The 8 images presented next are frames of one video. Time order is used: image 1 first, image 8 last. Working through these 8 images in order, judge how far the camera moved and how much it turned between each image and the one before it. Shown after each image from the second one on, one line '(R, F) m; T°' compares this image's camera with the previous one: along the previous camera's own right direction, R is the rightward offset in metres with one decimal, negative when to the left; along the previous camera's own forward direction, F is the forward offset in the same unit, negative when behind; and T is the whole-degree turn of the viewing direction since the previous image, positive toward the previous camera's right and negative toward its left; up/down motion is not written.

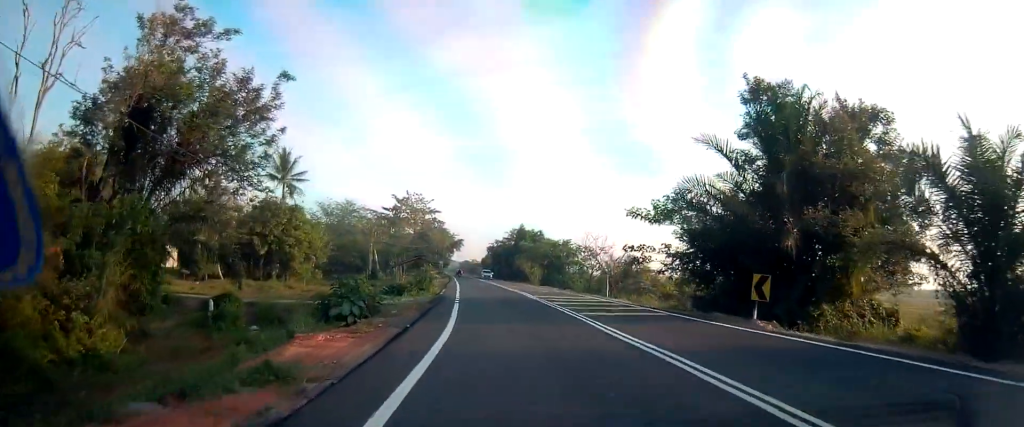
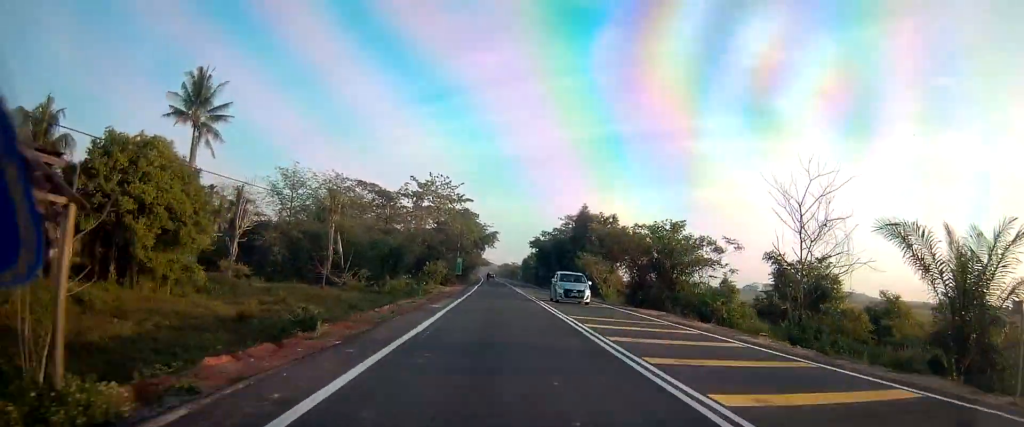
(-2.5, +34.9) m; -10°
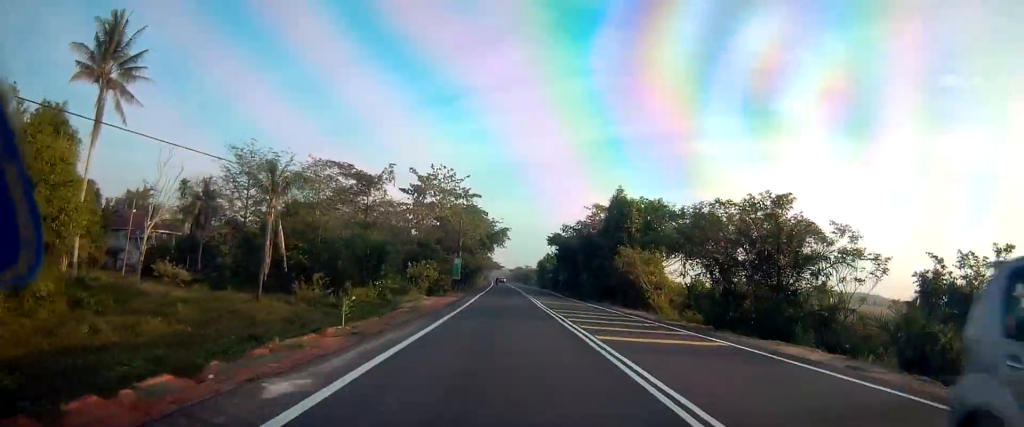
(-0.7, +15.0) m; -1°
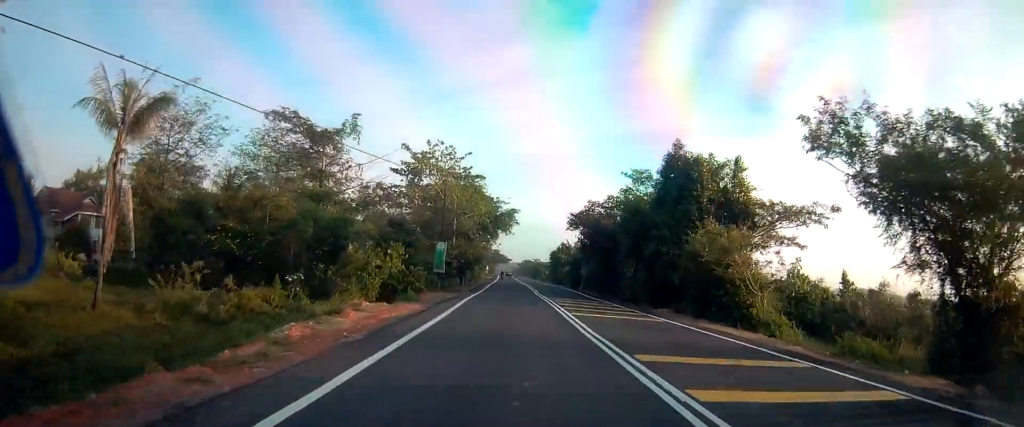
(-0.2, +15.8) m; 0°
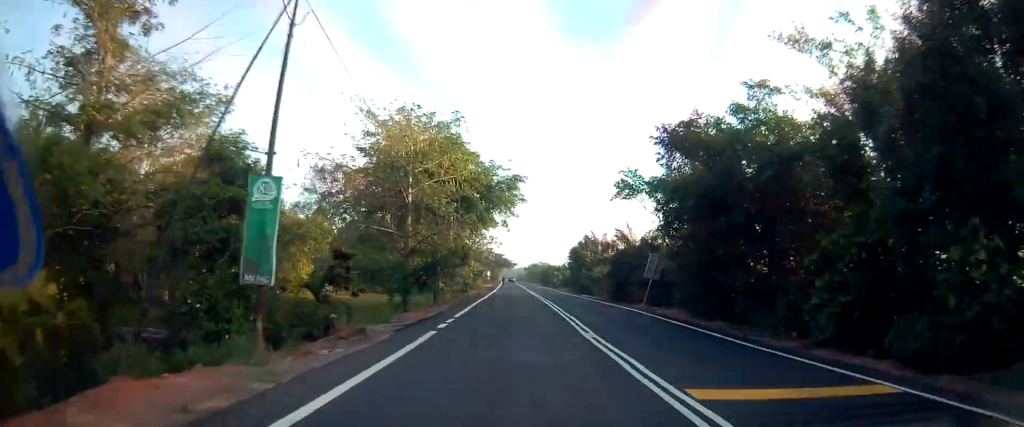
(+0.3, +24.7) m; -1°
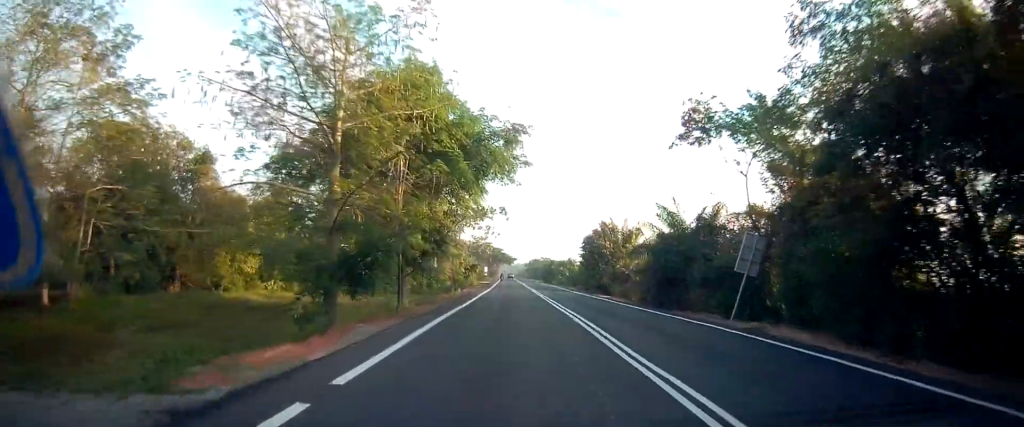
(-0.3, +12.4) m; -1°
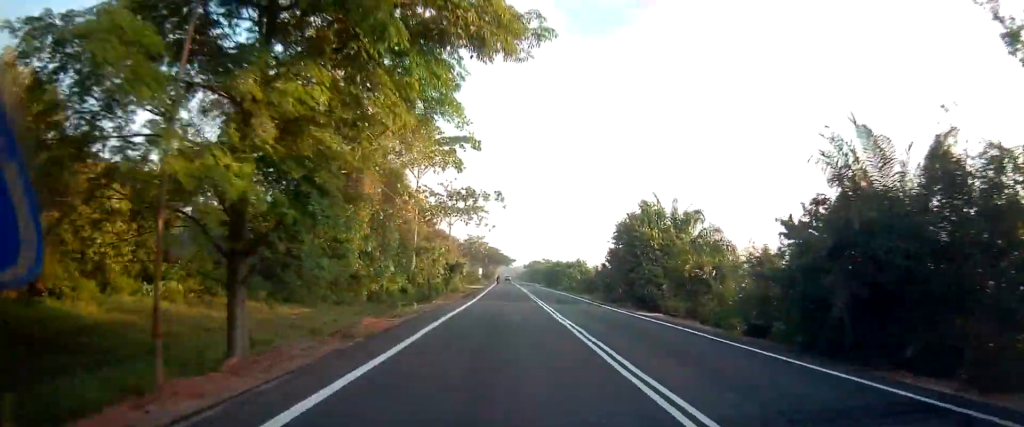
(0.0, +17.3) m; +2°
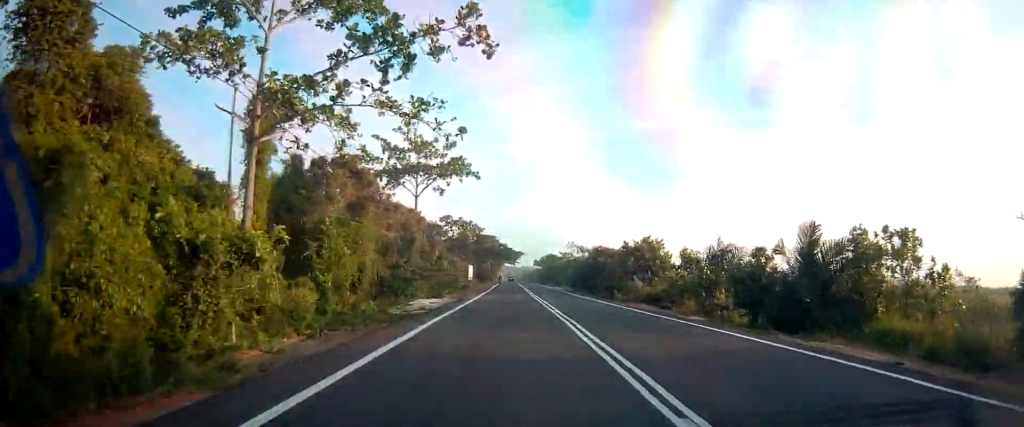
(+0.6, +43.9) m; 0°
